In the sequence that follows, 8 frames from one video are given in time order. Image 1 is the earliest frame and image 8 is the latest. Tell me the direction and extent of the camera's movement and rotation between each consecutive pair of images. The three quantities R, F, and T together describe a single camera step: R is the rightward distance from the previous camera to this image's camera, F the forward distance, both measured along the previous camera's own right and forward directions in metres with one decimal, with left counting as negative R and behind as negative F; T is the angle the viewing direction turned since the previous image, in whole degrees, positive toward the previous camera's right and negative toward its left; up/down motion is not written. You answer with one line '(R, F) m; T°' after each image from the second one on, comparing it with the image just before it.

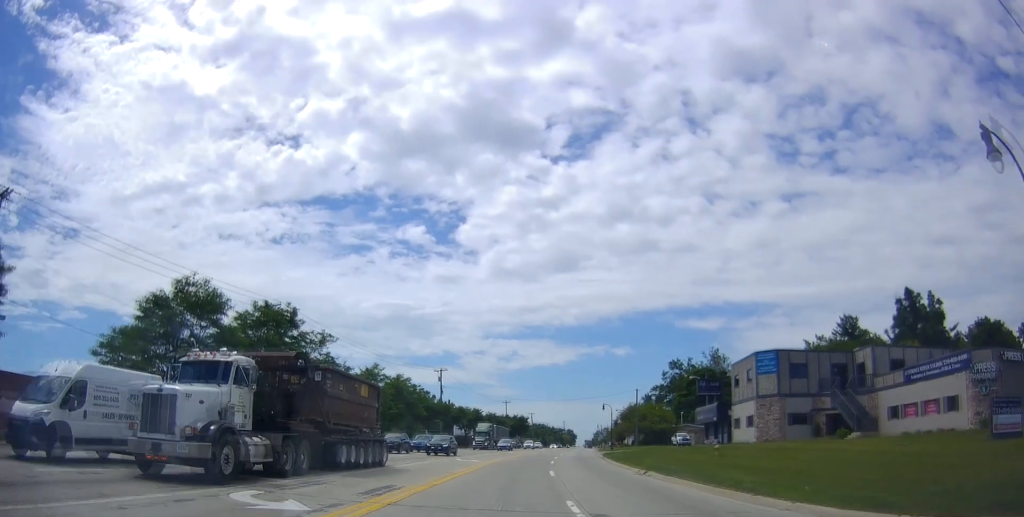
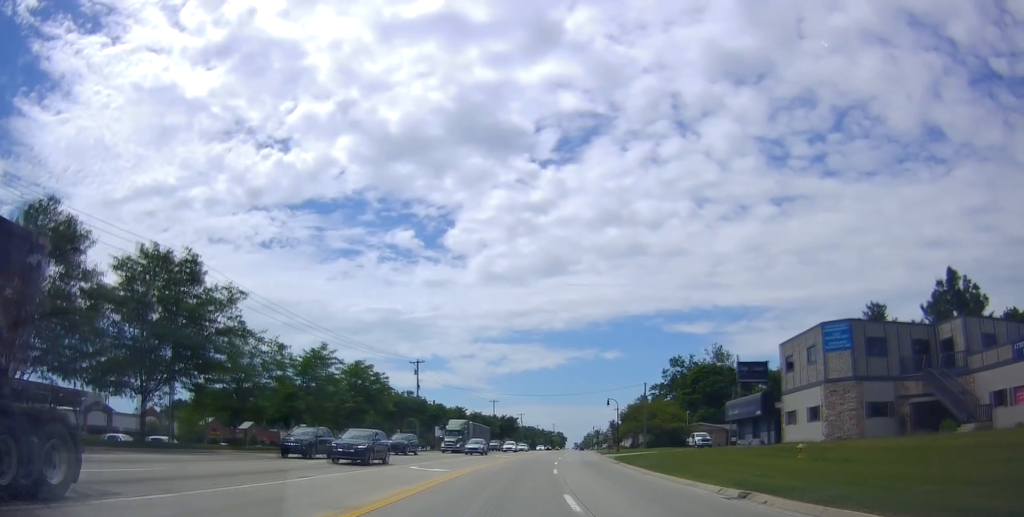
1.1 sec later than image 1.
(+0.6, +12.4) m; +4°
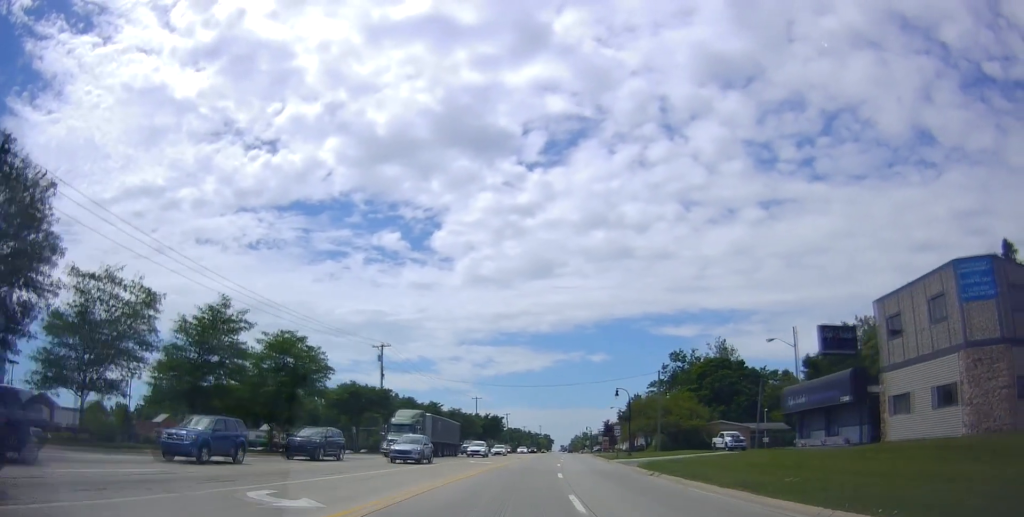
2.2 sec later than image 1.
(+0.3, +14.9) m; 0°
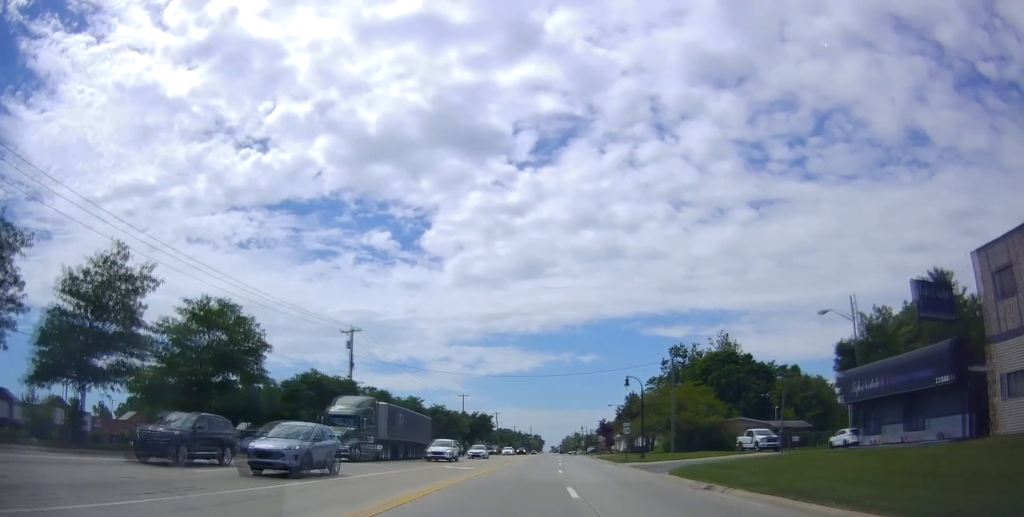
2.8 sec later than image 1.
(-0.2, +9.8) m; 0°
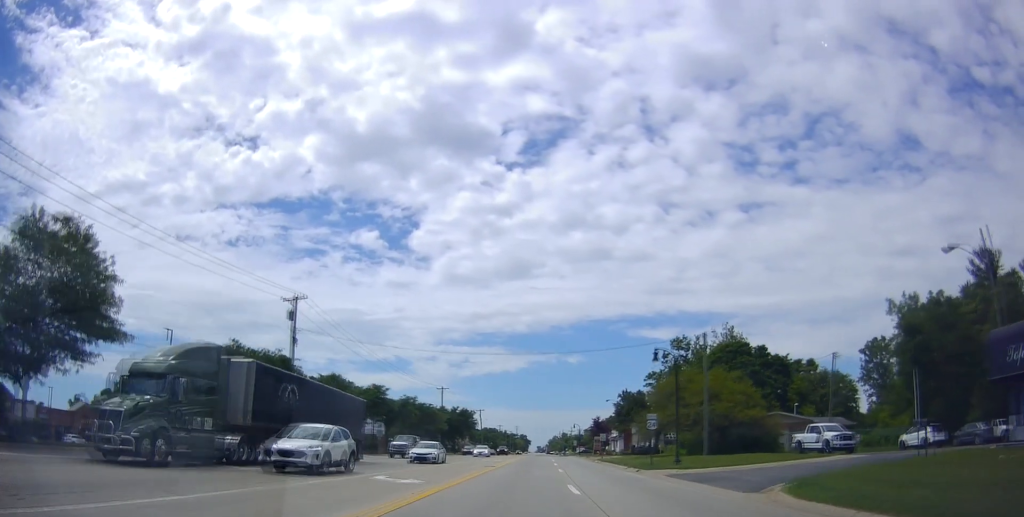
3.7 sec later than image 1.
(0.0, +13.7) m; +1°
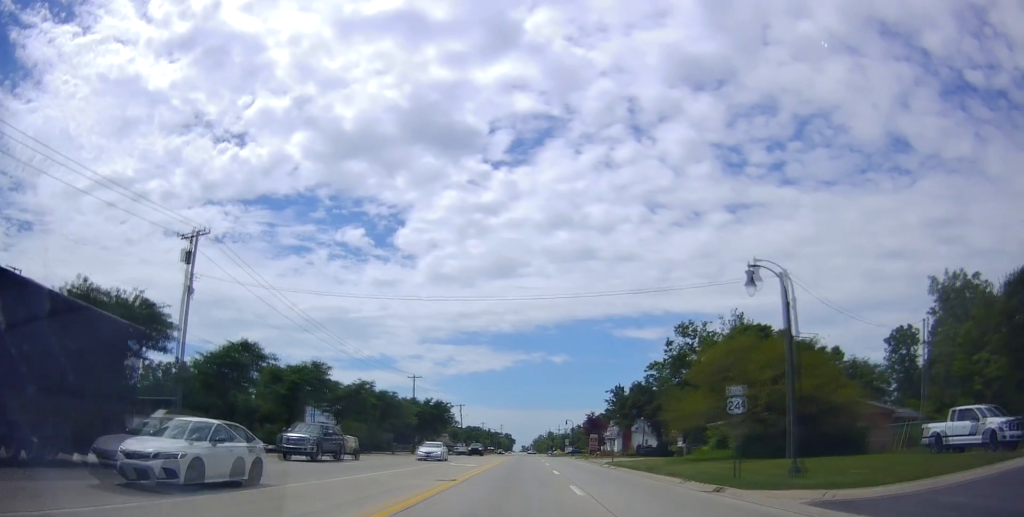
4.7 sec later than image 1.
(+0.4, +15.9) m; +2°
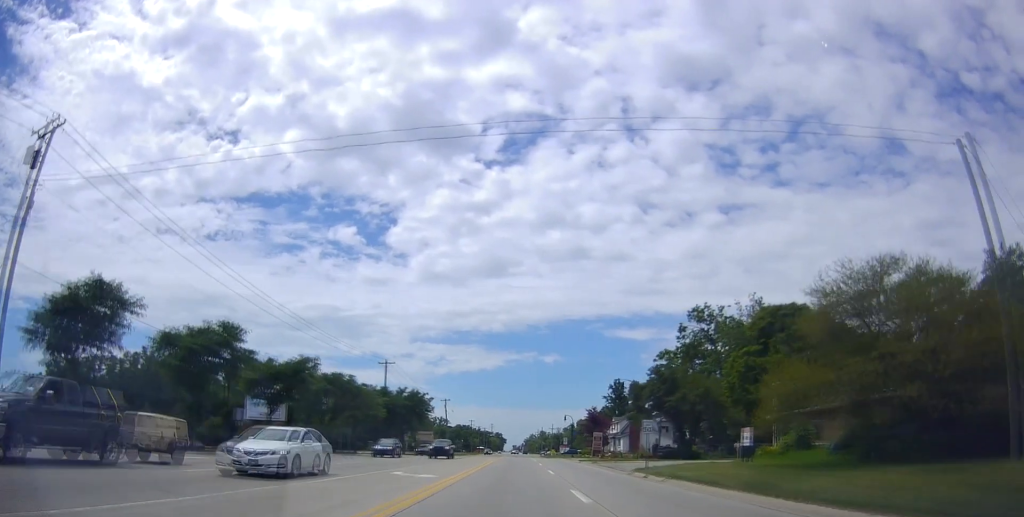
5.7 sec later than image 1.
(+0.2, +15.4) m; 0°
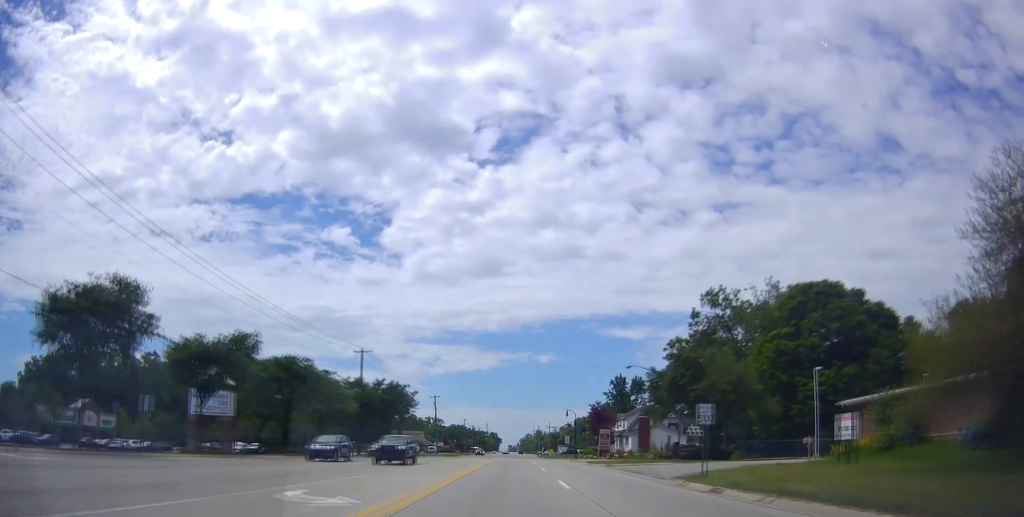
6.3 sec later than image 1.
(+0.2, +10.7) m; -1°
